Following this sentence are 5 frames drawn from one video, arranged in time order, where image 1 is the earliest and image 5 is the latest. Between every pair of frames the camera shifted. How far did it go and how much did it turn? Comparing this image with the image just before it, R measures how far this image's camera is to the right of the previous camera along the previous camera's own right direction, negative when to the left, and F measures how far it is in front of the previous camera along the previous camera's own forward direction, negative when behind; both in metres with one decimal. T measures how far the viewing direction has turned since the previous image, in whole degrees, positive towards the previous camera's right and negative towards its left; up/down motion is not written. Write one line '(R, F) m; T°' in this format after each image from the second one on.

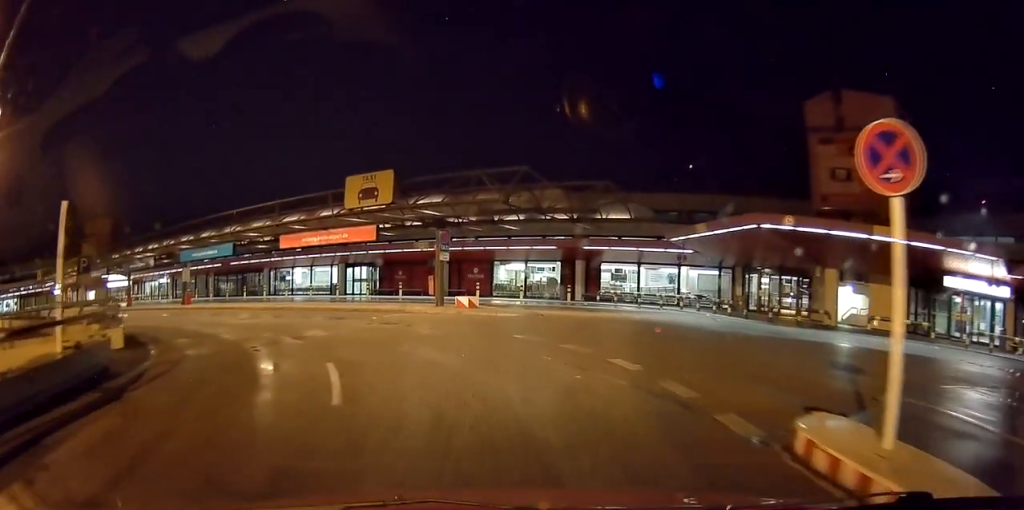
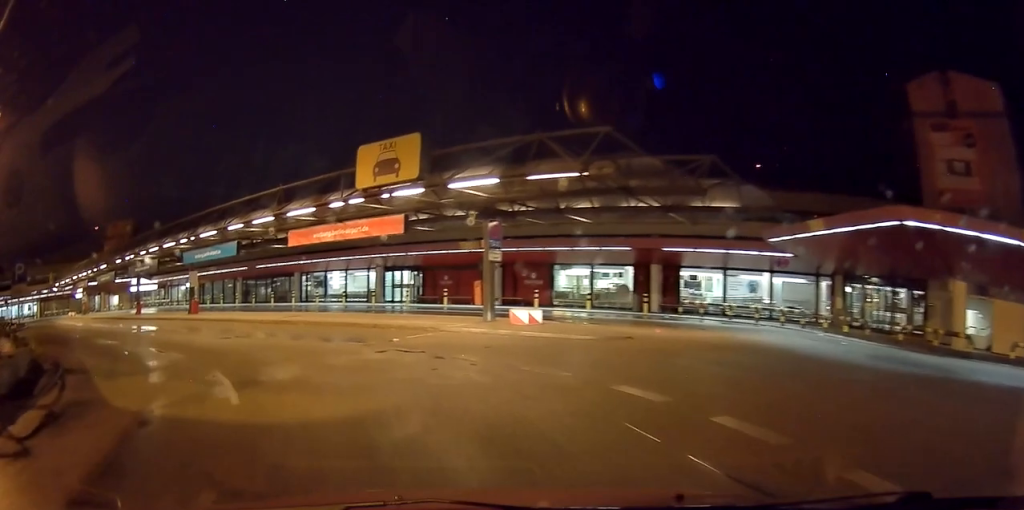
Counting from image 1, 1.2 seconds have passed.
(-0.1, +5.6) m; 0°
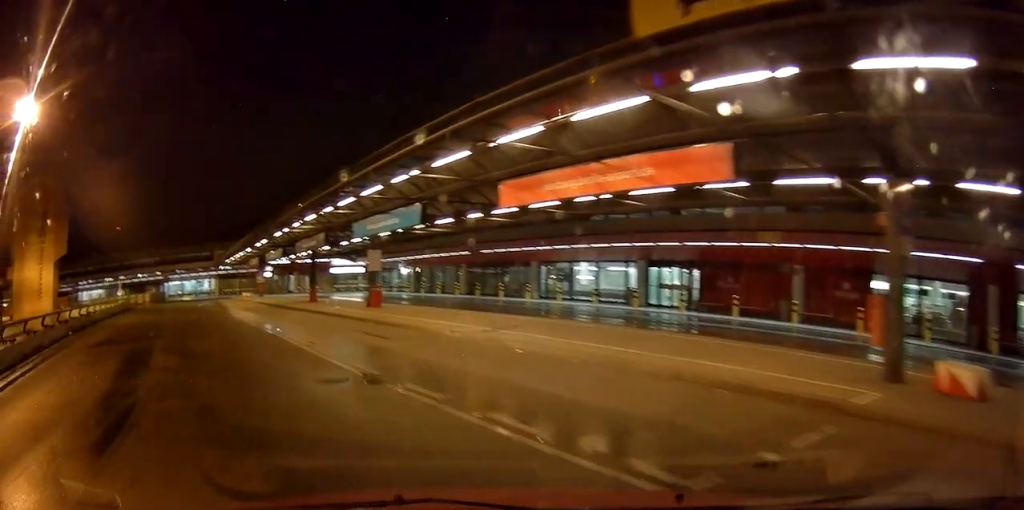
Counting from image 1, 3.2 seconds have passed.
(-1.1, +9.2) m; -18°
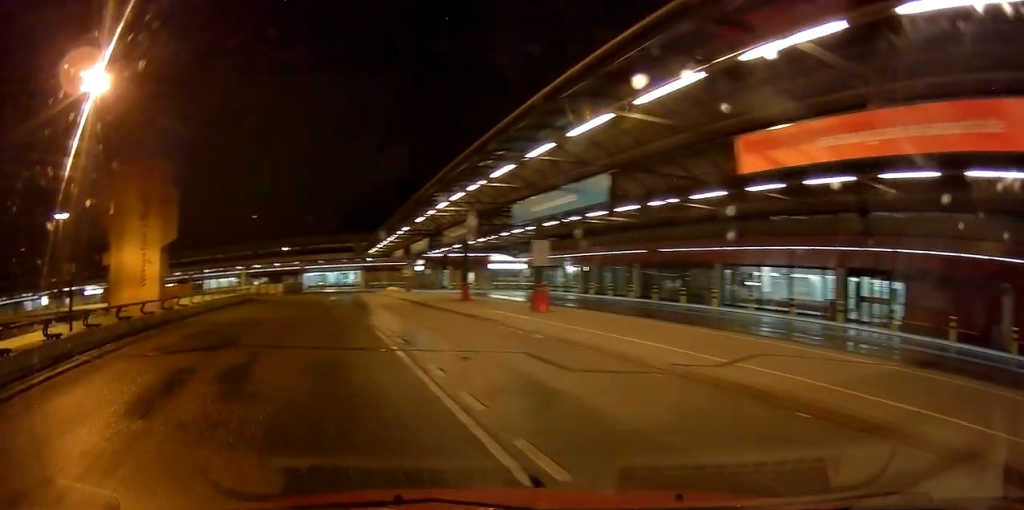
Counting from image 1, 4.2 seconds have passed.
(-0.3, +4.2) m; -15°
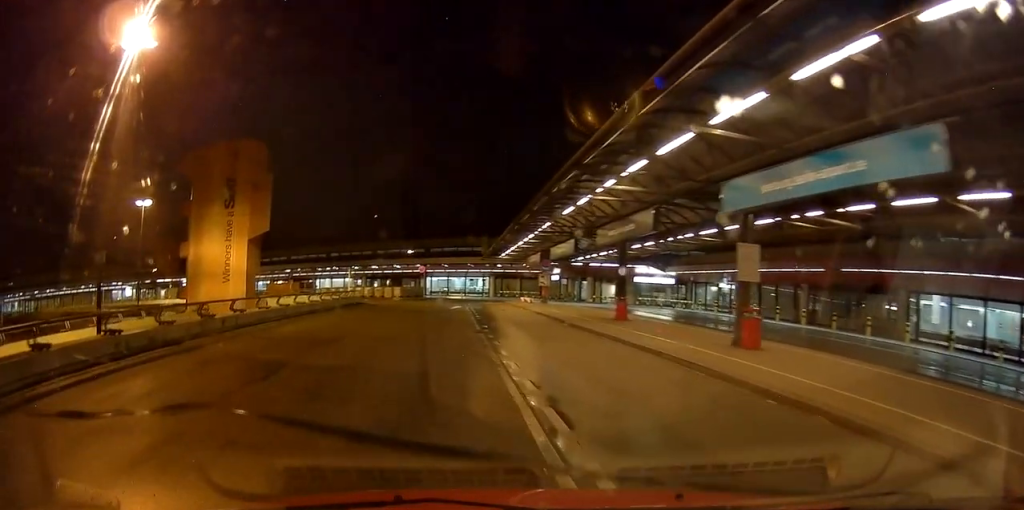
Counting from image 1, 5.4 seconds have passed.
(-1.1, +5.7) m; -13°
